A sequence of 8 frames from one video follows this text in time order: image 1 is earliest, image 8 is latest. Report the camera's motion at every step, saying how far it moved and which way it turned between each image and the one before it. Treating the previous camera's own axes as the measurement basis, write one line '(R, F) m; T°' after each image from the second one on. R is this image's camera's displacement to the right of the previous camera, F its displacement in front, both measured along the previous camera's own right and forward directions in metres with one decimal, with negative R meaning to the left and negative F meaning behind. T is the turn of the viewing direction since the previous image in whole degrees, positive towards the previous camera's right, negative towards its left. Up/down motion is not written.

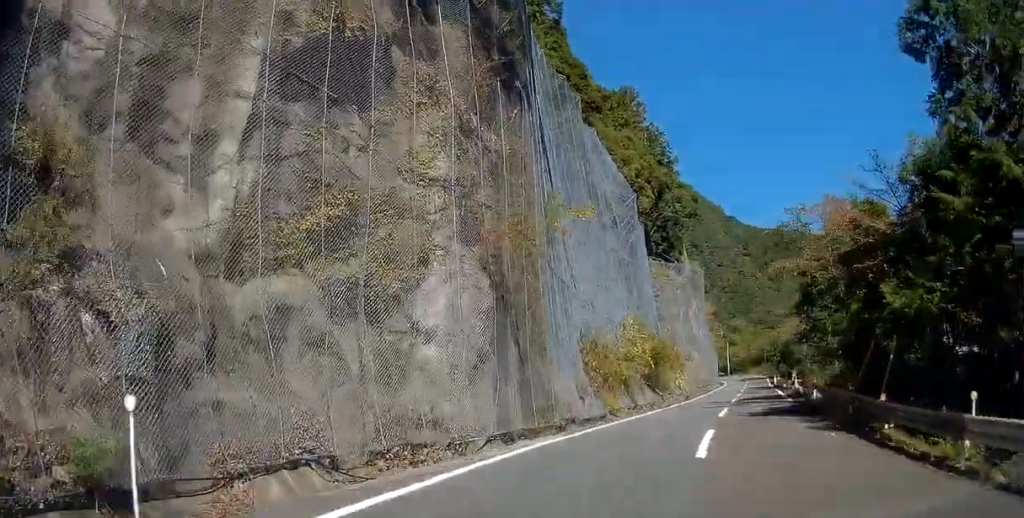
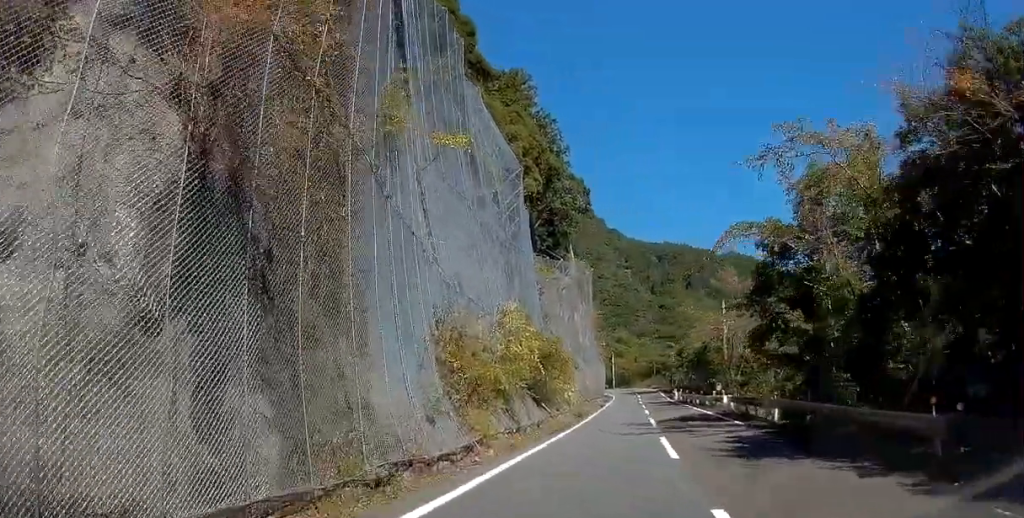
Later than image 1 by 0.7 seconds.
(+0.6, +9.8) m; +8°
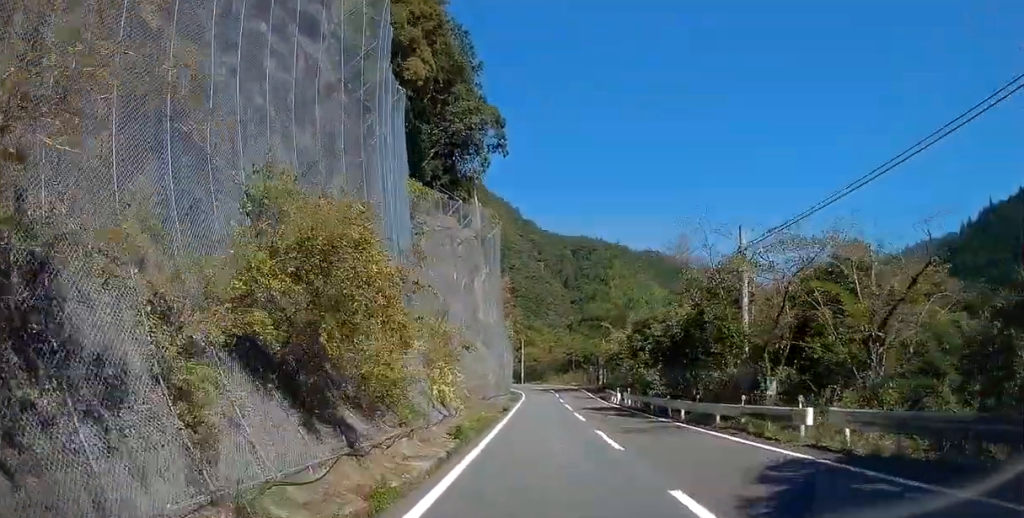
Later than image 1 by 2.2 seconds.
(+3.0, +19.8) m; +12°
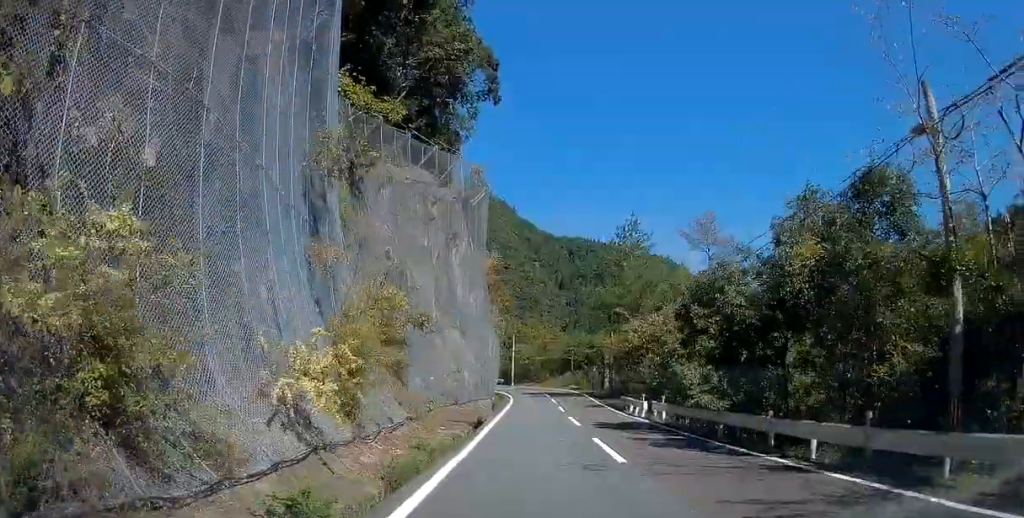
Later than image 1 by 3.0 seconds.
(+0.1, +12.2) m; 0°
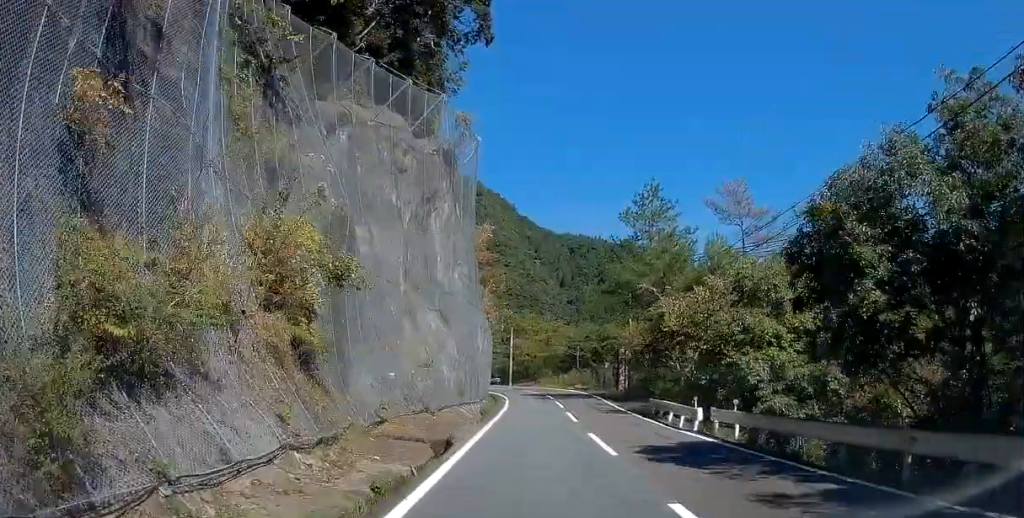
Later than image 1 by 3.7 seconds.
(0.0, +9.7) m; 0°
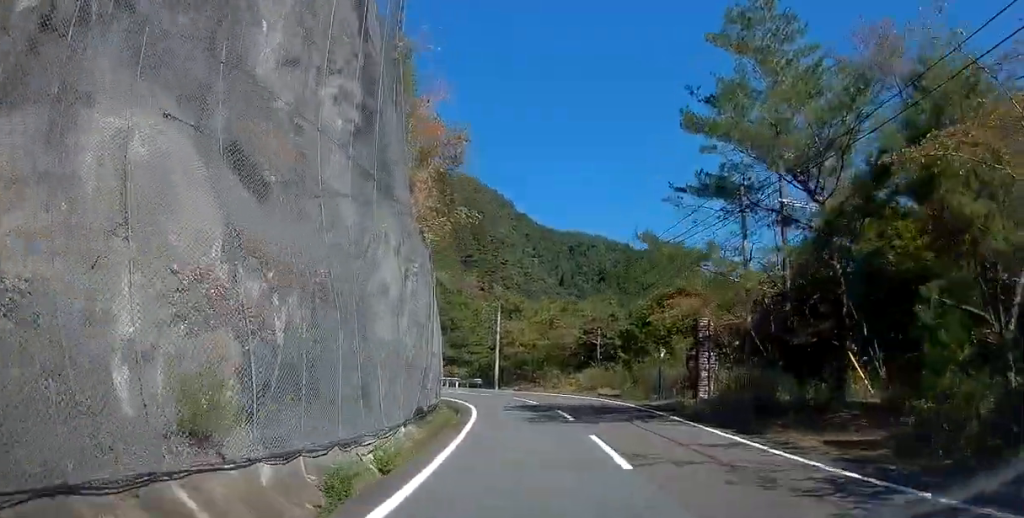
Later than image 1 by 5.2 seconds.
(0.0, +24.8) m; +1°
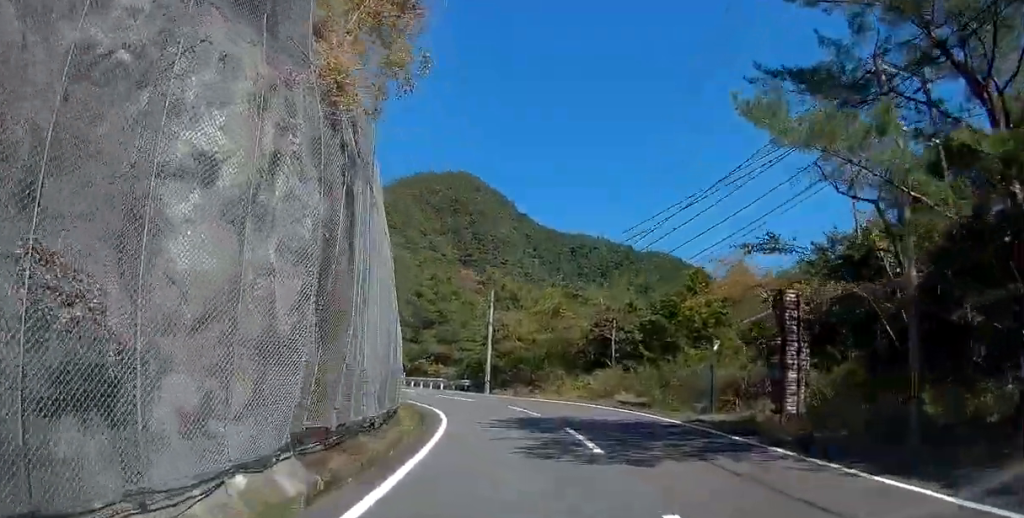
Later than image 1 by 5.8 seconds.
(+0.1, +8.6) m; 0°
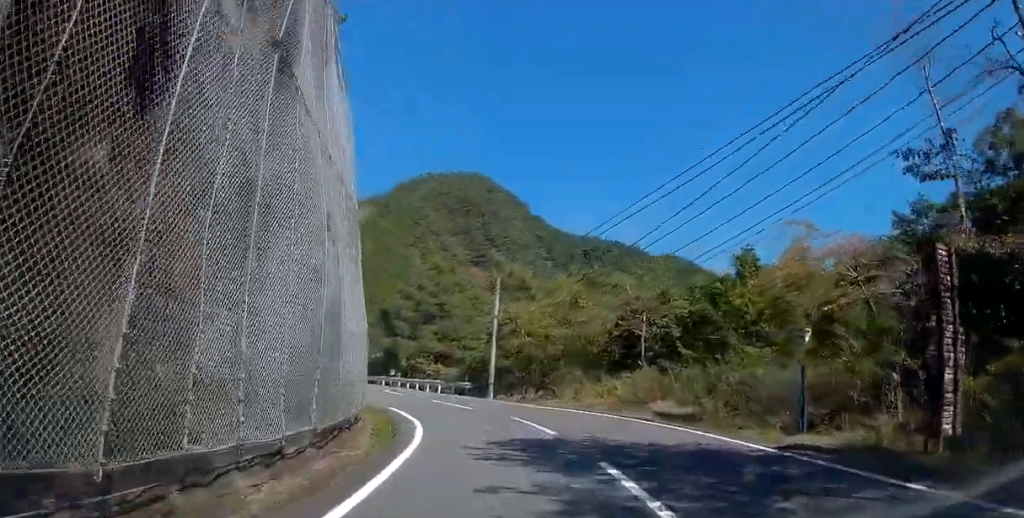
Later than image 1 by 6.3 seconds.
(+0.1, +6.7) m; -1°
